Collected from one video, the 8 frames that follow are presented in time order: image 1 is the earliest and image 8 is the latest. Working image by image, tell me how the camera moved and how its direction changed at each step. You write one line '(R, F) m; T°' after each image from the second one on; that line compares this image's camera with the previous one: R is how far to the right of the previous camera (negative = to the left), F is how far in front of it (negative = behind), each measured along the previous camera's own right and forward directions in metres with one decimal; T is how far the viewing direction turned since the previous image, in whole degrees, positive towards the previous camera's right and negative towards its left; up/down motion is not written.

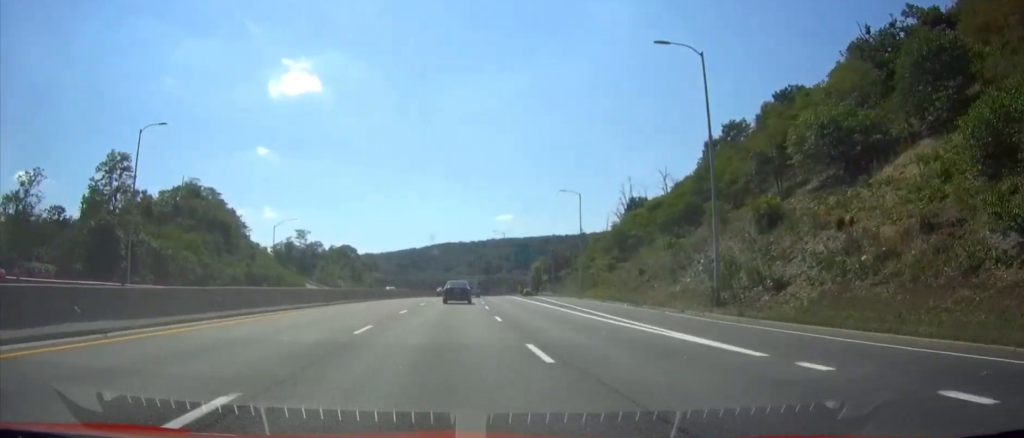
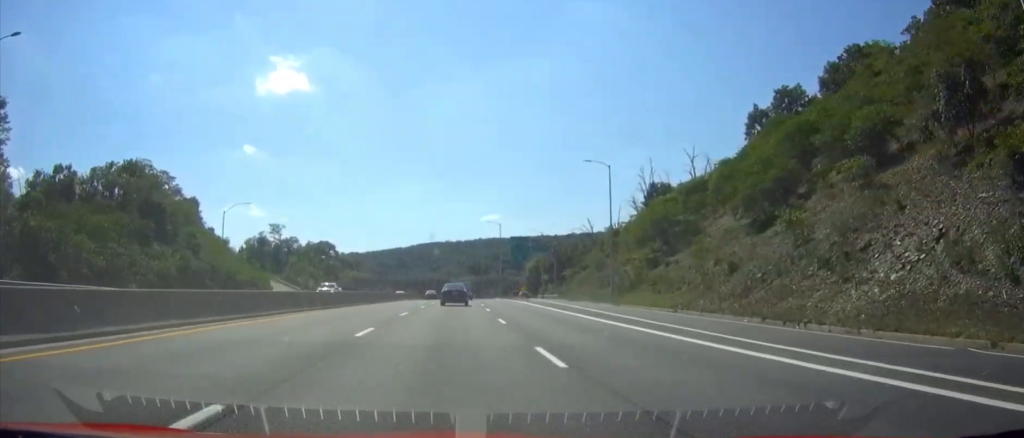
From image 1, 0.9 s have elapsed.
(0.0, +24.7) m; 0°
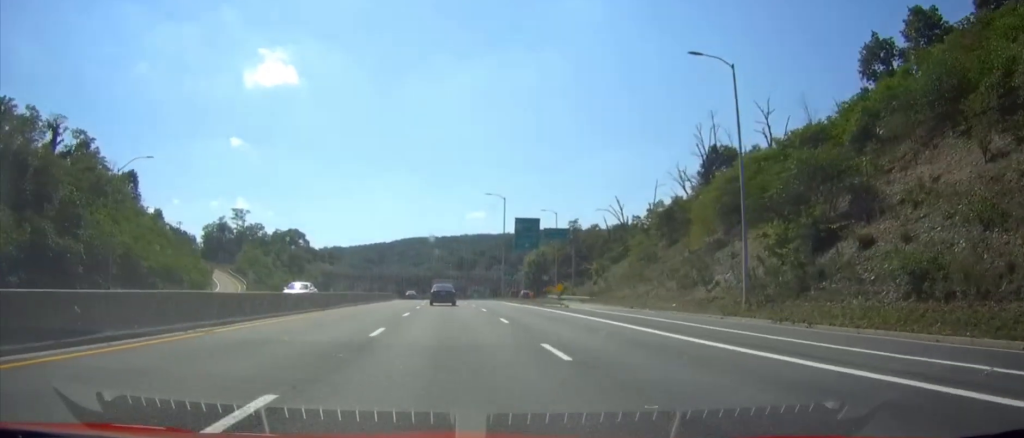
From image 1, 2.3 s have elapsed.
(0.0, +35.5) m; 0°
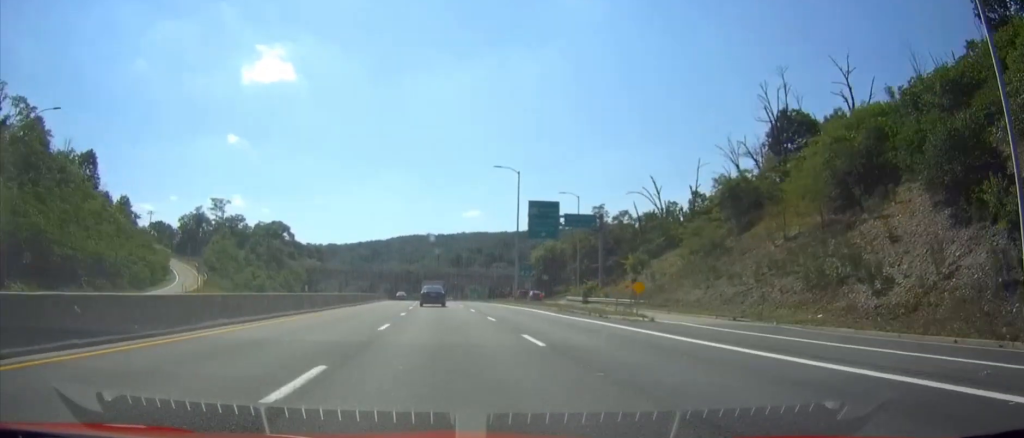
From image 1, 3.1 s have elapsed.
(0.0, +21.4) m; 0°
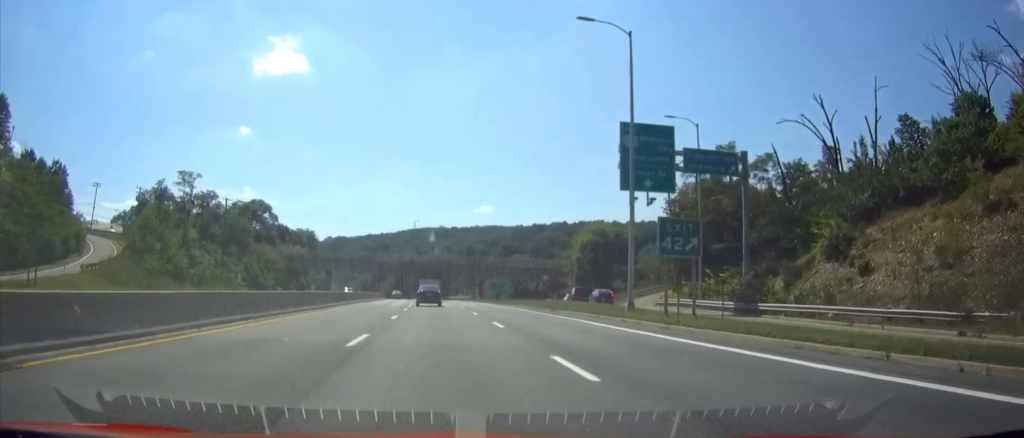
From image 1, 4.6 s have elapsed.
(0.0, +41.4) m; 0°
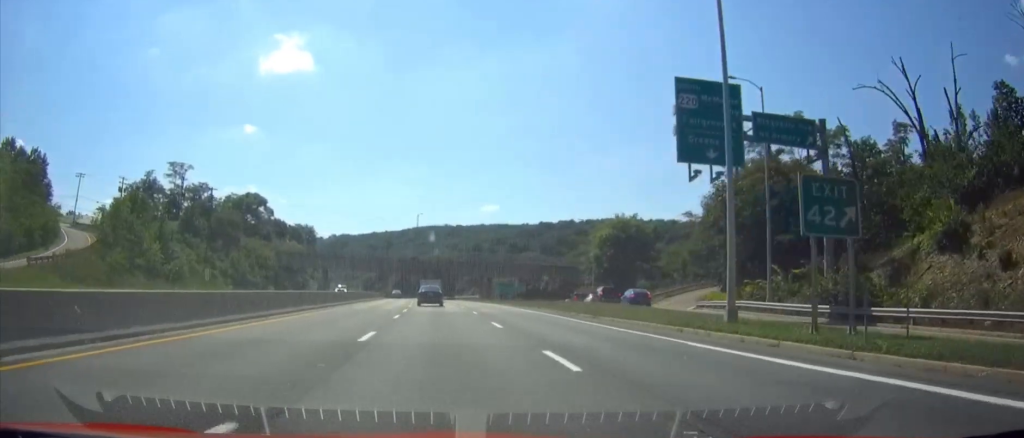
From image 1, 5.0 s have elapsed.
(0.0, +10.9) m; 0°
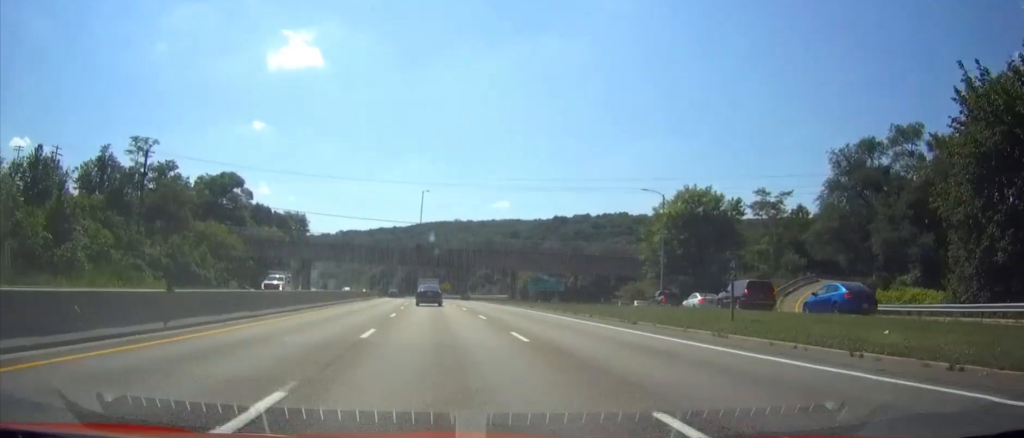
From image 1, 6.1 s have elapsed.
(0.0, +30.1) m; 0°
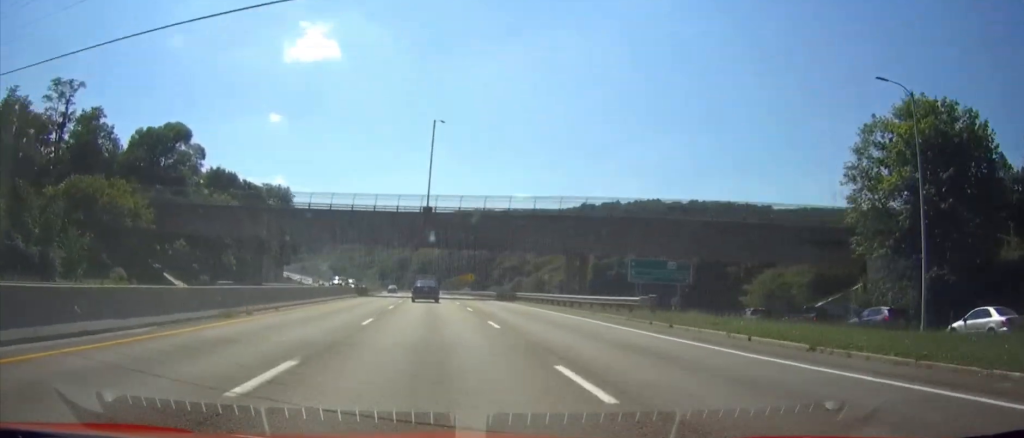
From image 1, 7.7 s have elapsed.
(-0.2, +44.3) m; -1°
